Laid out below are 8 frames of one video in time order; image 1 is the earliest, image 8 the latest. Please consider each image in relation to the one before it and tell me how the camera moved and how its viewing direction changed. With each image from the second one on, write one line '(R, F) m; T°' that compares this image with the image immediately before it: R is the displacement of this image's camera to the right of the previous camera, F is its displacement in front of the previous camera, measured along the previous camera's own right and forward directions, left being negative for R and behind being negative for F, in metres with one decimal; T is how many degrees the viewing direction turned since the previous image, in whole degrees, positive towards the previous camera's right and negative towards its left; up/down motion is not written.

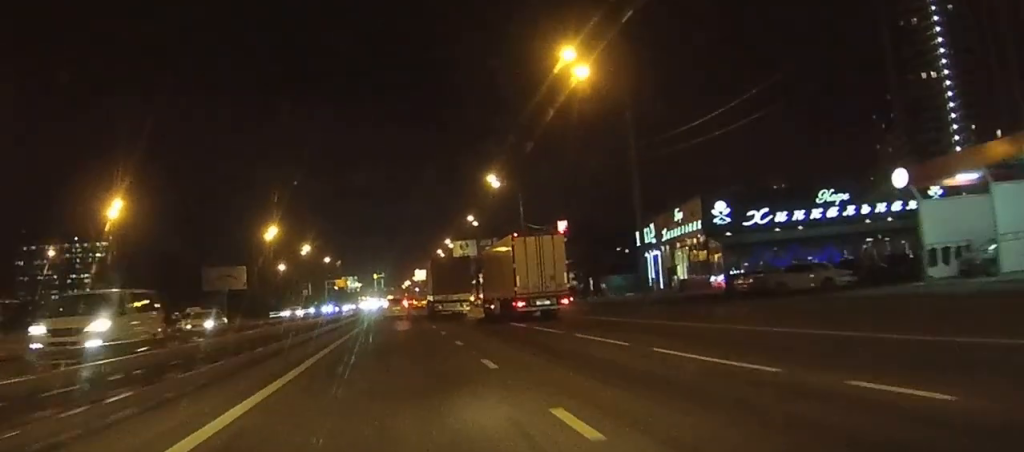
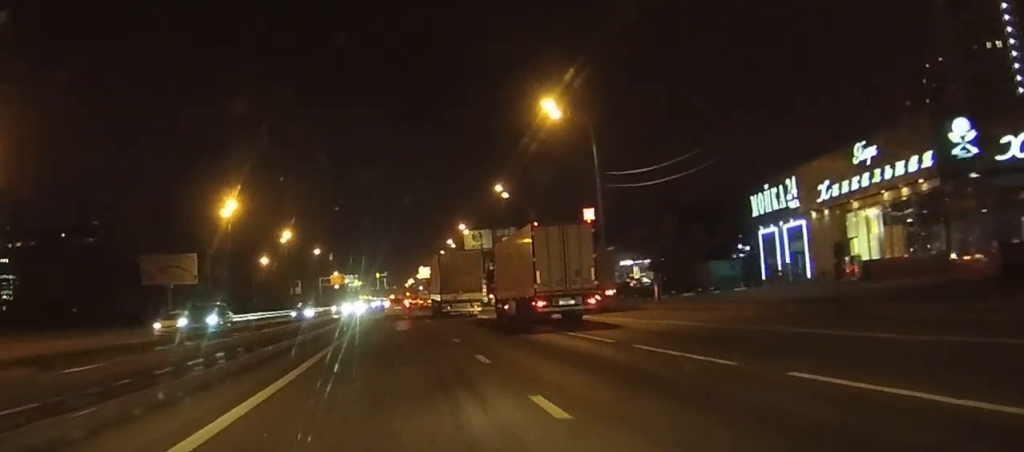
(0.0, +30.2) m; 0°
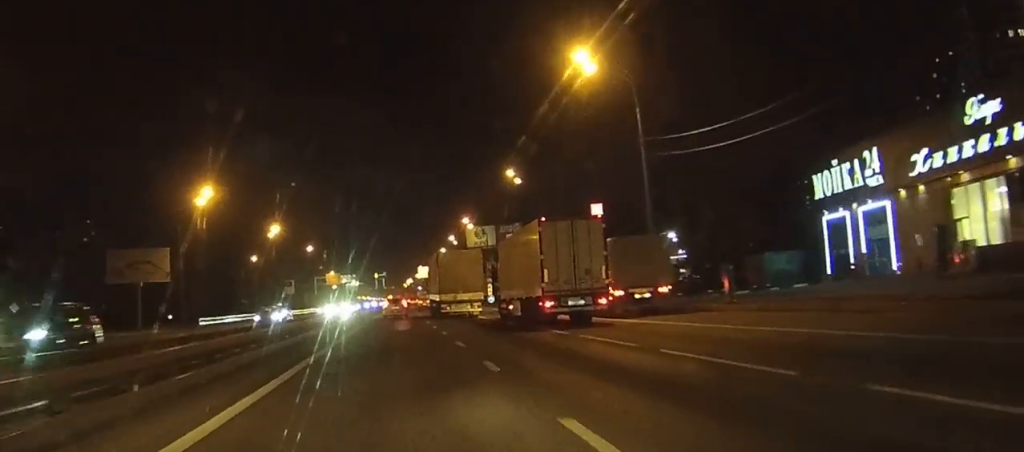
(0.0, +10.1) m; 0°
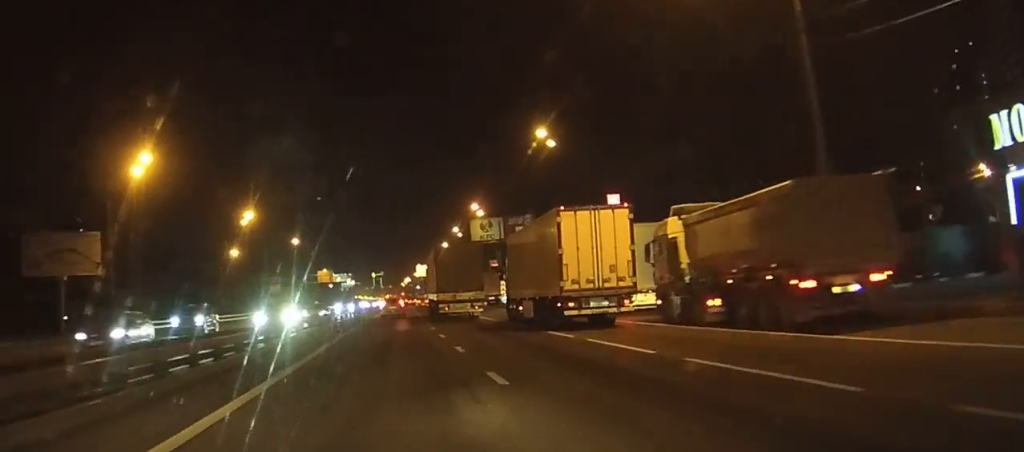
(0.0, +17.7) m; 0°
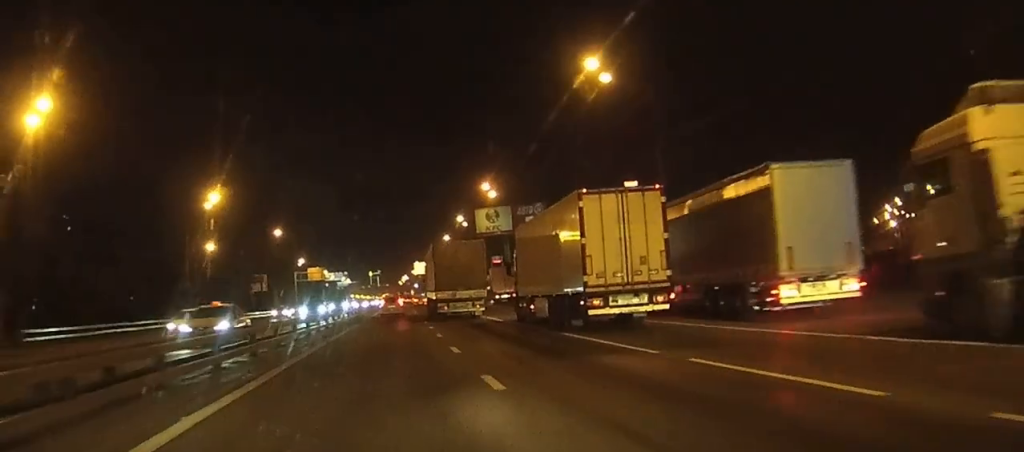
(0.0, +16.6) m; 0°
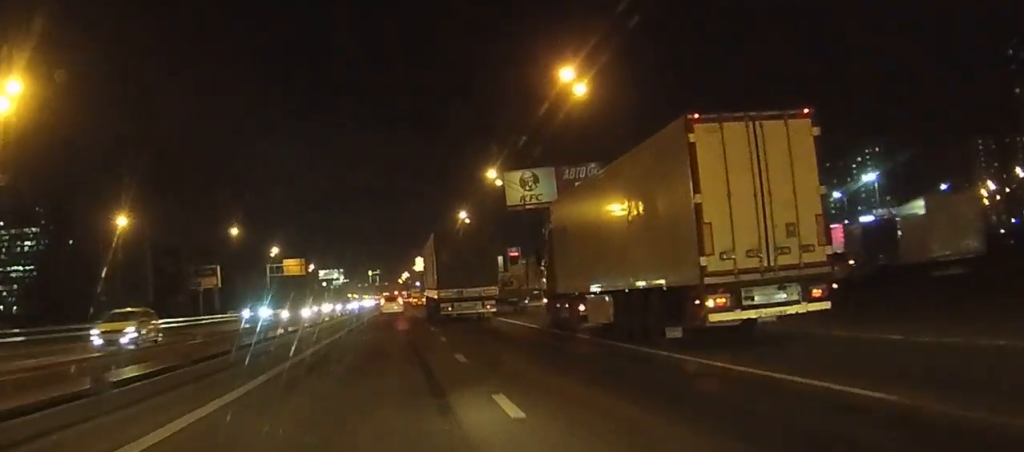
(-0.3, +42.6) m; -1°
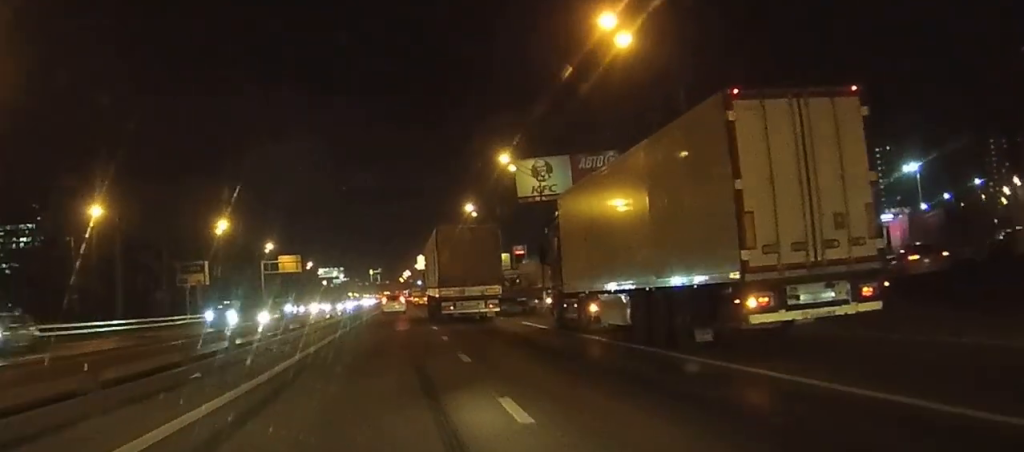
(0.0, +8.4) m; 0°
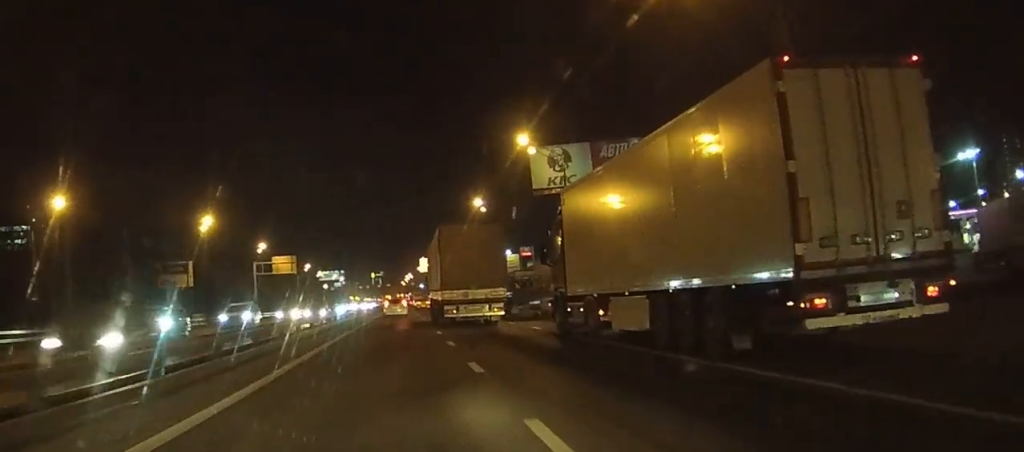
(0.0, +9.7) m; 0°
